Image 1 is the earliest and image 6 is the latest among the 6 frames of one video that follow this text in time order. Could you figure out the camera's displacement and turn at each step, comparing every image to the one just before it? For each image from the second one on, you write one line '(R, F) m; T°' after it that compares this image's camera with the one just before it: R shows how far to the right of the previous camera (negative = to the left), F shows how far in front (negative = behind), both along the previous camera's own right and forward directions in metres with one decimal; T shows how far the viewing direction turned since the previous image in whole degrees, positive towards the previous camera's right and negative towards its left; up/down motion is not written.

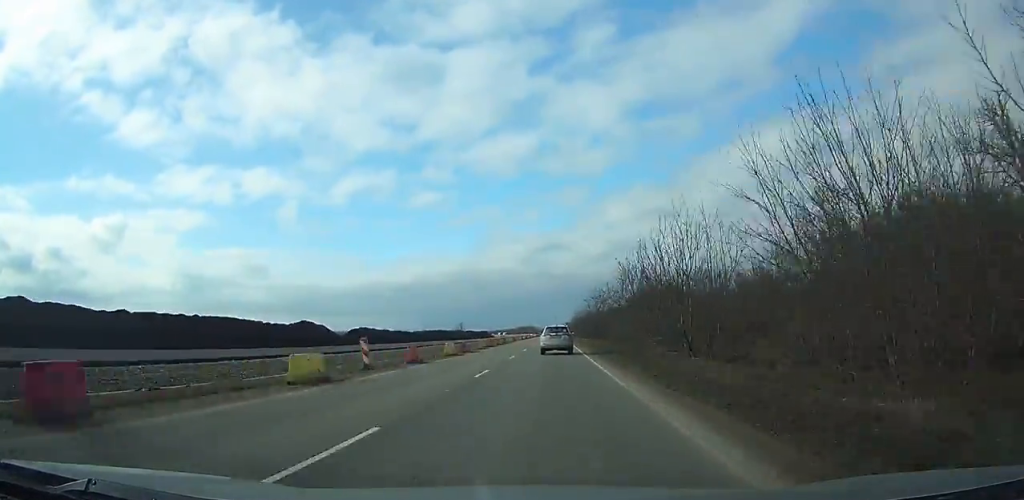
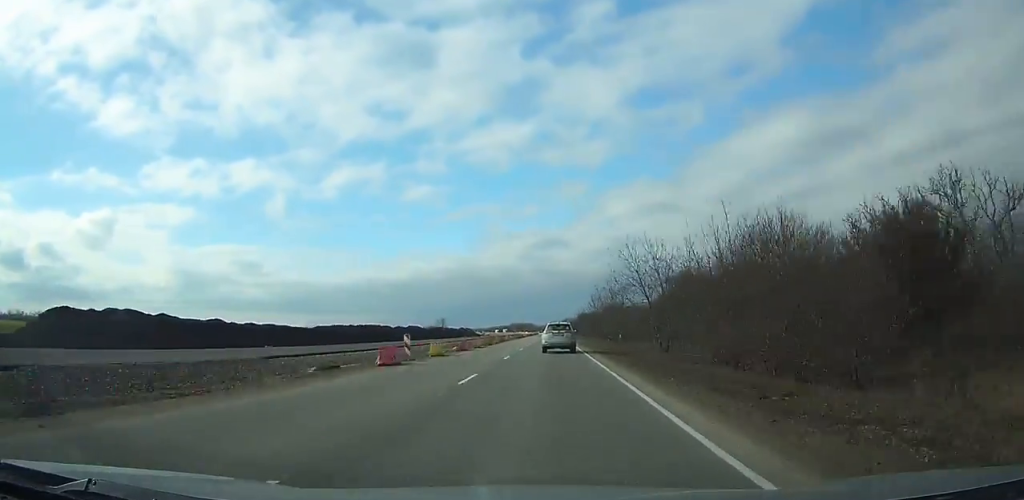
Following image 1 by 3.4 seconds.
(-0.4, +86.1) m; 0°
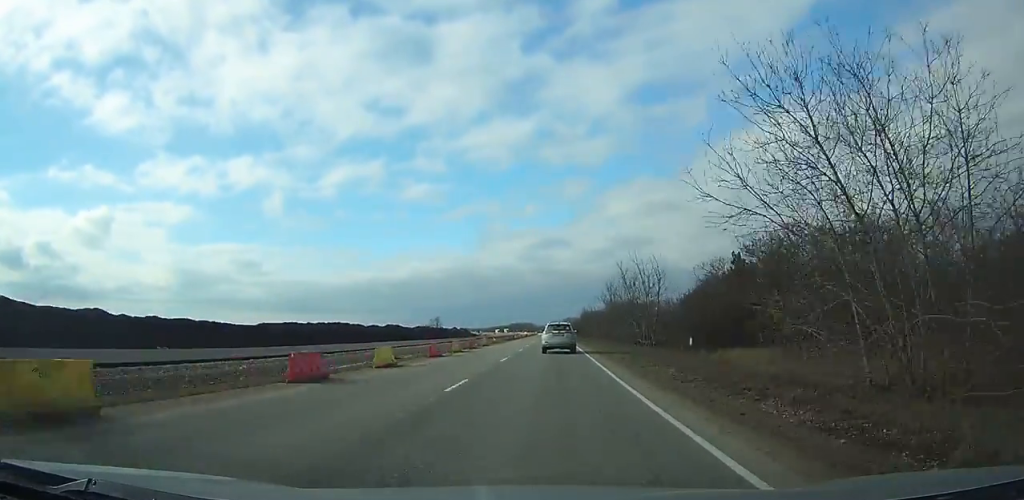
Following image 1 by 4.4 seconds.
(-0.1, +25.3) m; 0°
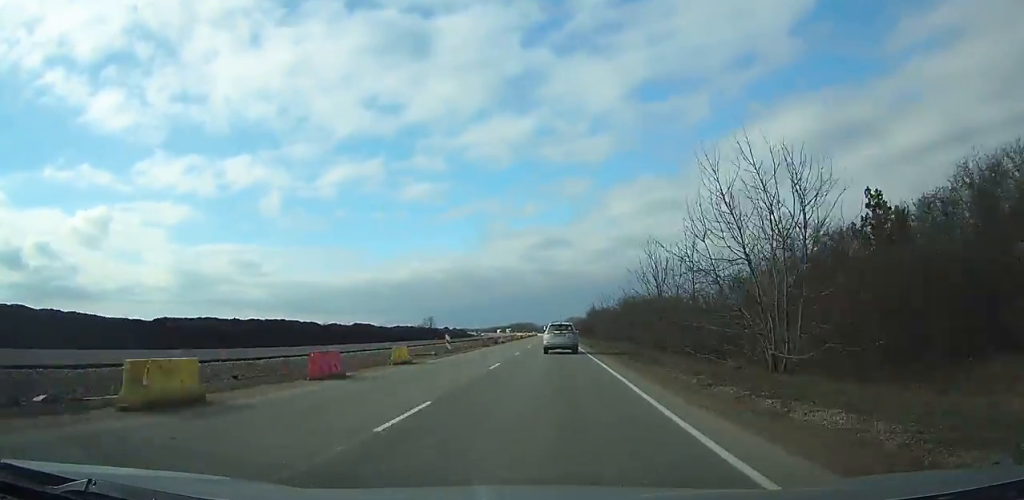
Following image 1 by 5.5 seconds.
(+0.1, +28.5) m; 0°
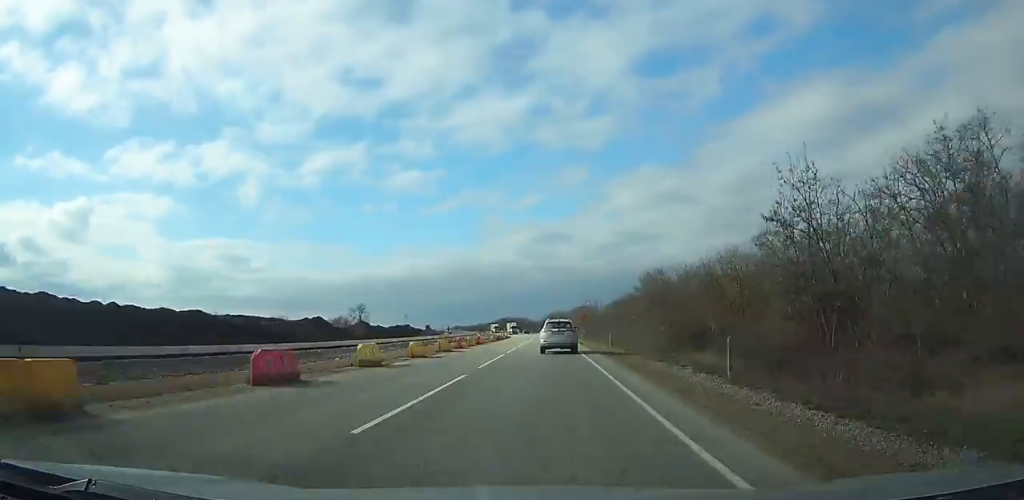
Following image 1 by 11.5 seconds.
(-0.2, +147.2) m; -1°
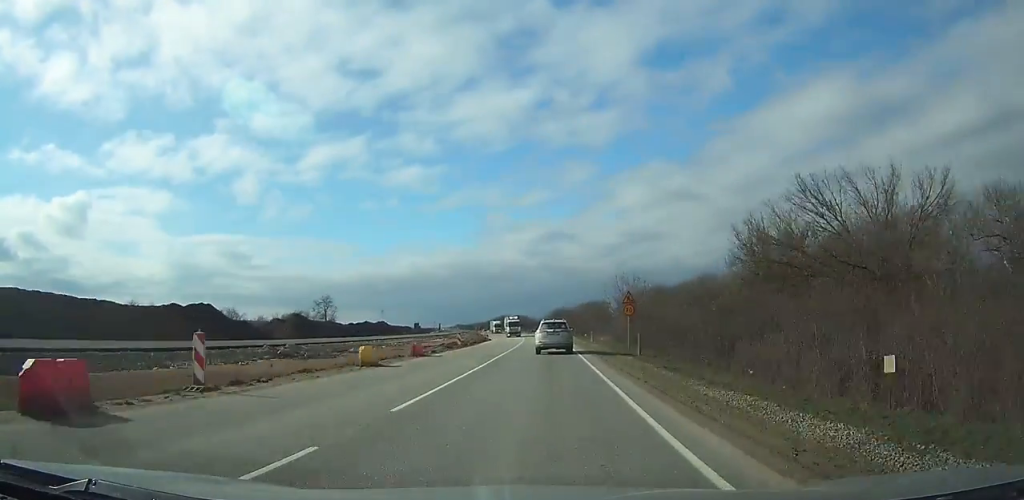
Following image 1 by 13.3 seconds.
(-0.2, +45.3) m; -1°
